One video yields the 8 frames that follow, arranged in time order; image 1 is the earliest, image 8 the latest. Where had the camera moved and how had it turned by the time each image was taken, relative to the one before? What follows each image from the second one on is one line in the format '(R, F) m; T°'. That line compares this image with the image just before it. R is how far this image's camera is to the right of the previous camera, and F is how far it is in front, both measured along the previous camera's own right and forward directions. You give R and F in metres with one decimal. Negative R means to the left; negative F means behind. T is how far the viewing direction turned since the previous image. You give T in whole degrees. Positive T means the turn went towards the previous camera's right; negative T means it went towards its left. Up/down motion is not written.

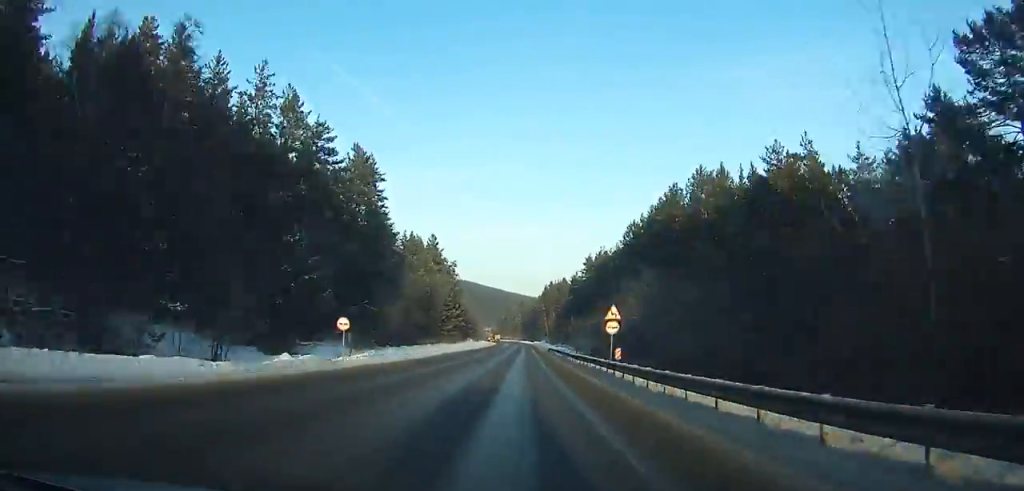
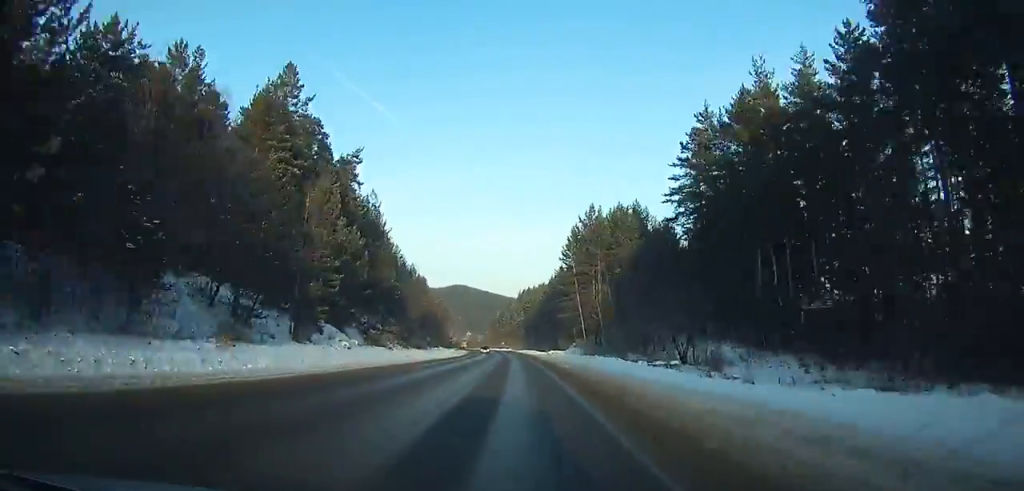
(-0.7, +113.6) m; -2°
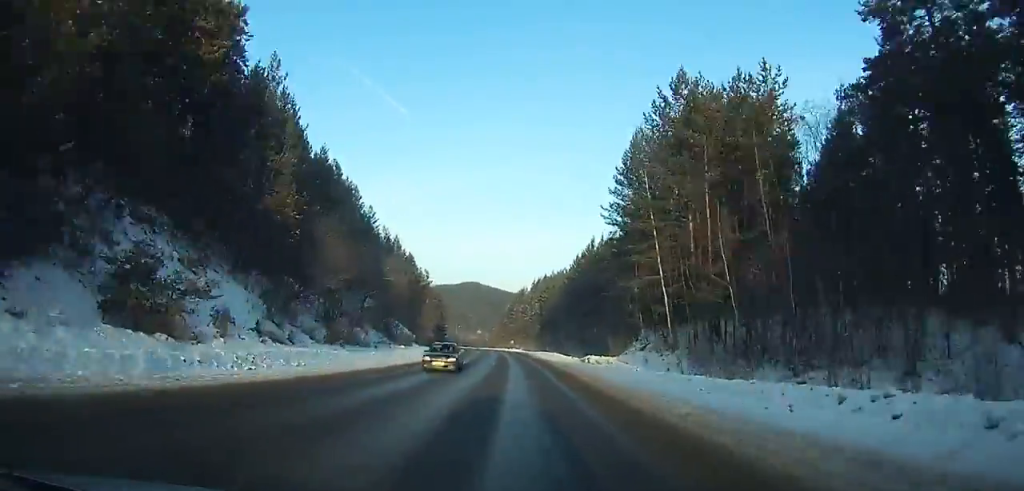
(+0.2, +41.8) m; -1°
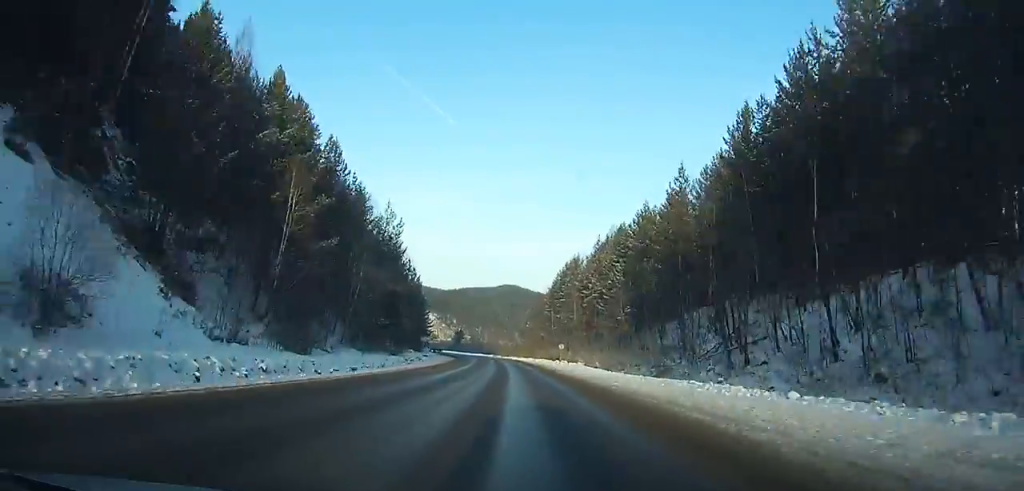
(-4.3, +83.1) m; -8°
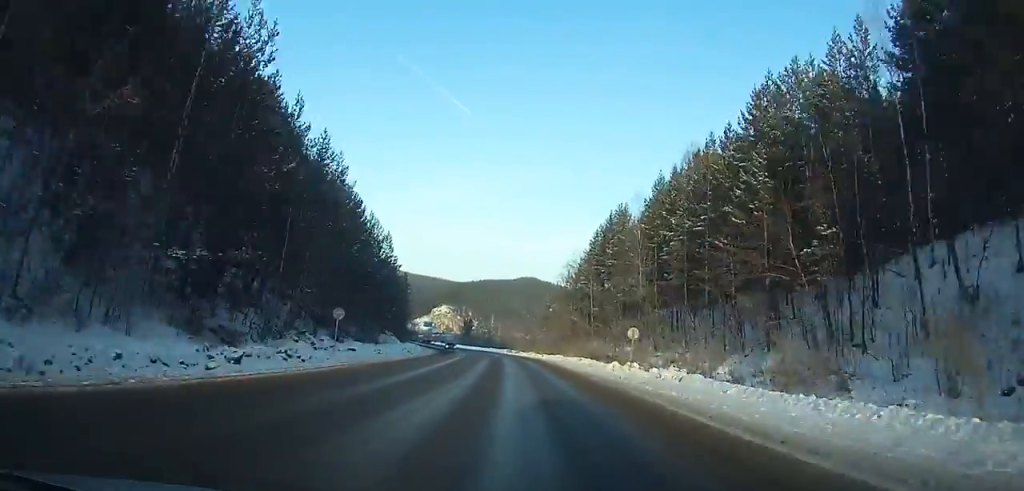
(-4.2, +36.5) m; -1°
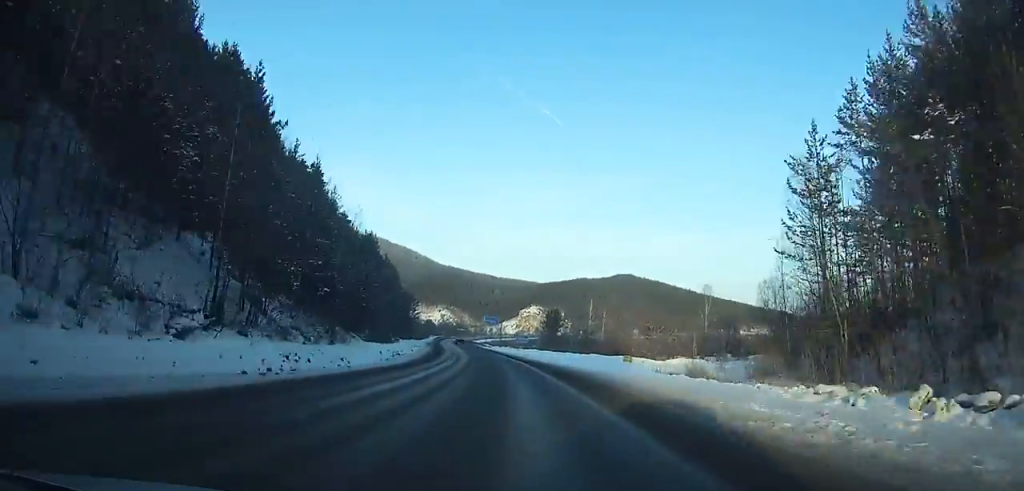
(+0.8, +80.6) m; 0°
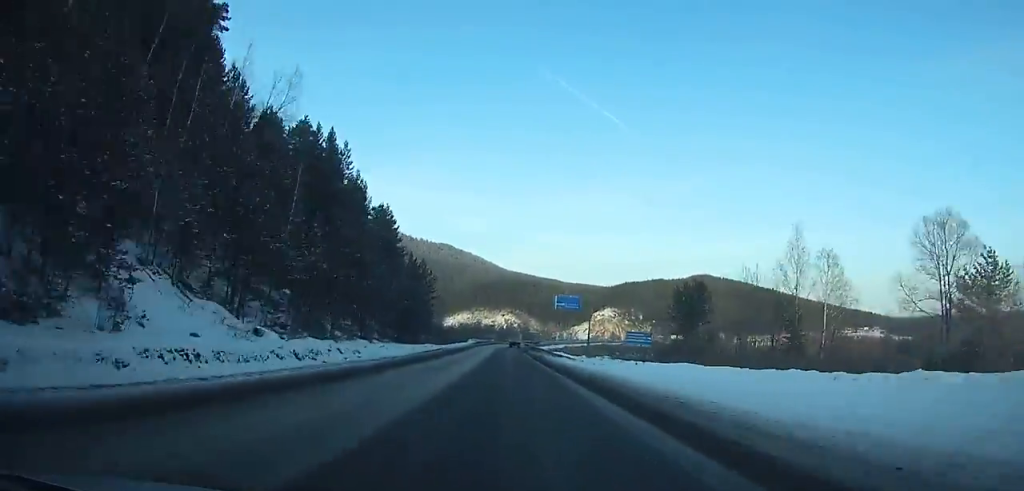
(-1.1, +71.5) m; -8°
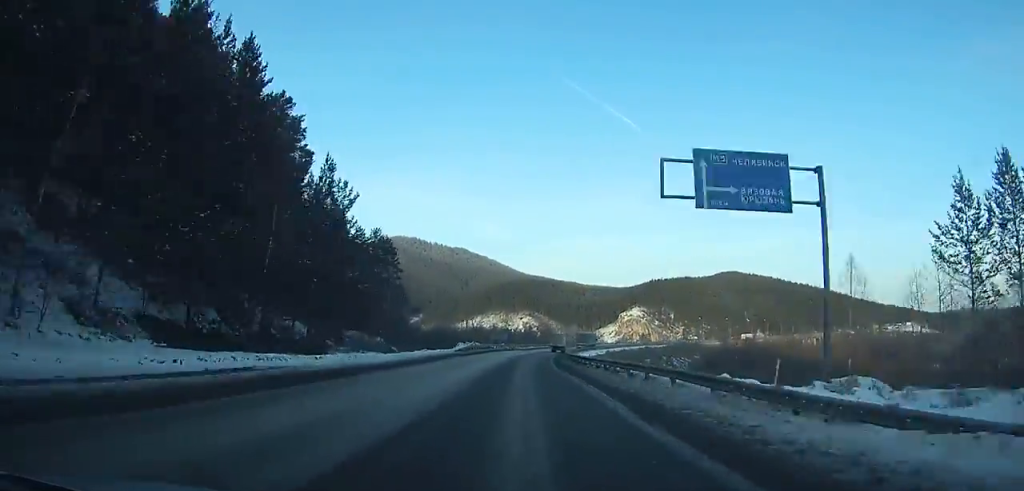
(-4.8, +54.4) m; -3°
